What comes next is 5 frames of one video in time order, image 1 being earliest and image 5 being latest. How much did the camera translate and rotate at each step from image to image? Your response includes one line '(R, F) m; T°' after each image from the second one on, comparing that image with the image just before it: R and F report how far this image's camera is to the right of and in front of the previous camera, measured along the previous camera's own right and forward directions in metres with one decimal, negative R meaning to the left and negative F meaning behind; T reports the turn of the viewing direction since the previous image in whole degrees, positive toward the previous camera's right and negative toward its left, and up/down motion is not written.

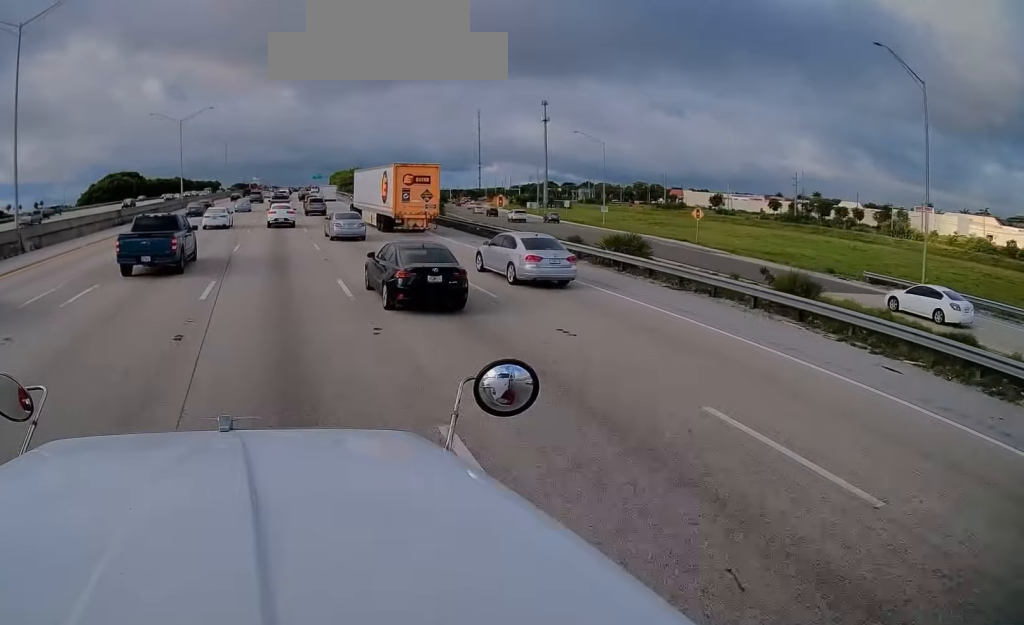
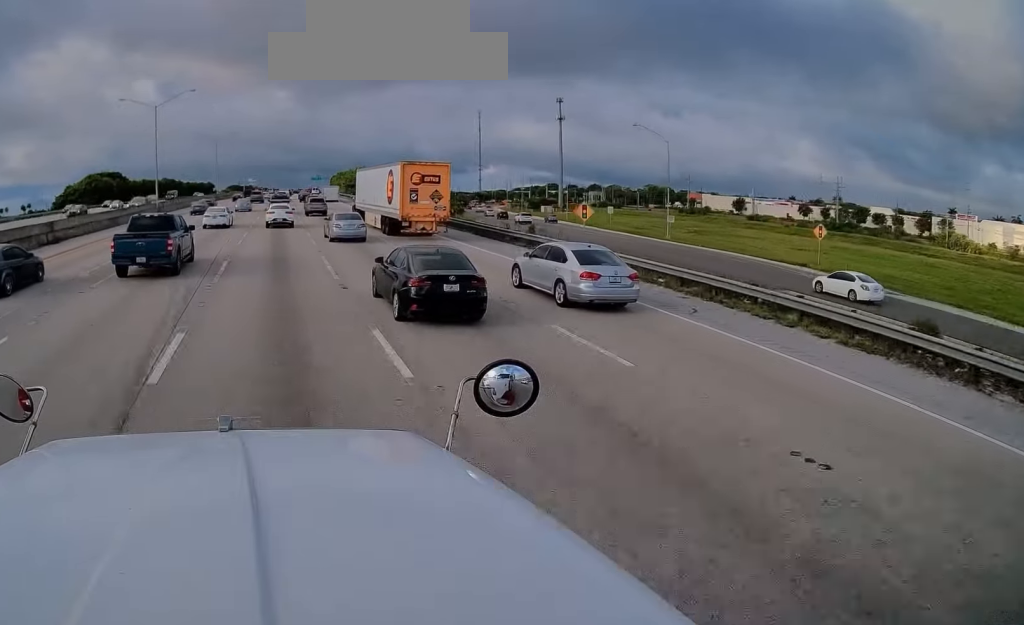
(0.0, +21.3) m; 0°
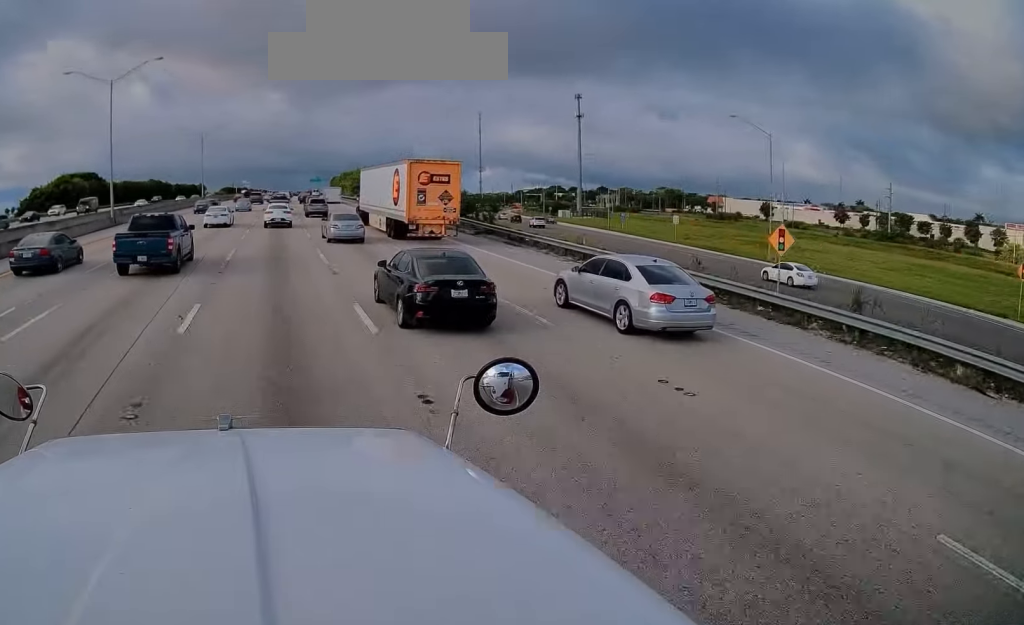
(-0.4, +22.1) m; 0°
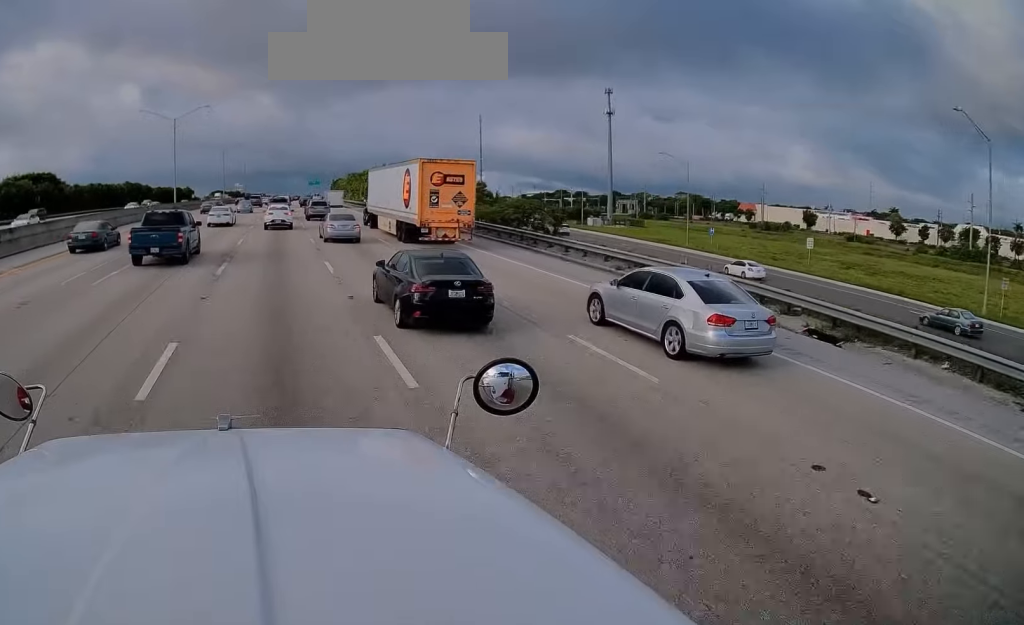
(+0.6, +29.4) m; +1°
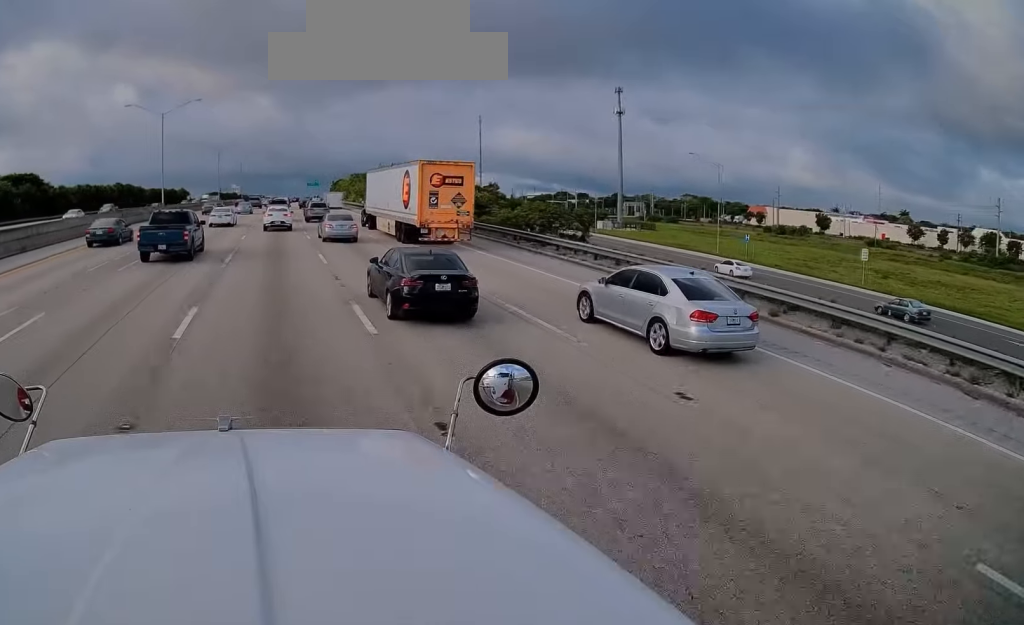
(+0.2, +9.4) m; 0°
